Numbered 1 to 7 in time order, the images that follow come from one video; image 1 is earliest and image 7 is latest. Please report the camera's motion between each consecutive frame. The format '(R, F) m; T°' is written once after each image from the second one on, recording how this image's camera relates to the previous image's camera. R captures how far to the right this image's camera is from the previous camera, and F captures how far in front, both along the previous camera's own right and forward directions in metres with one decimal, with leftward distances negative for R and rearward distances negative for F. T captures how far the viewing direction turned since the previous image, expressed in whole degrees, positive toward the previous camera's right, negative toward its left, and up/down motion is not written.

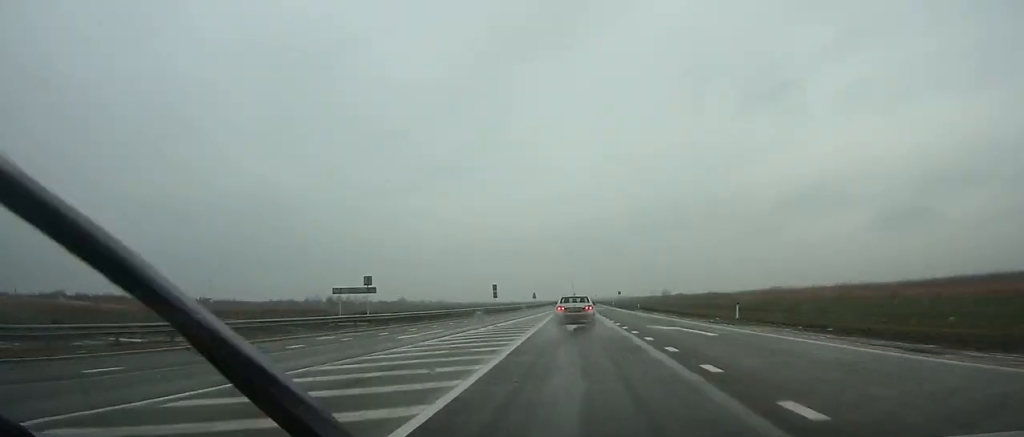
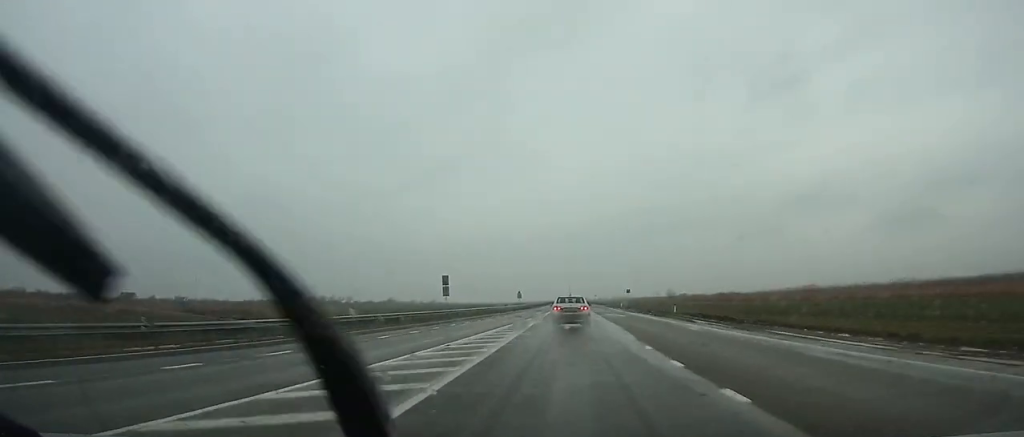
(+0.1, +35.5) m; 0°
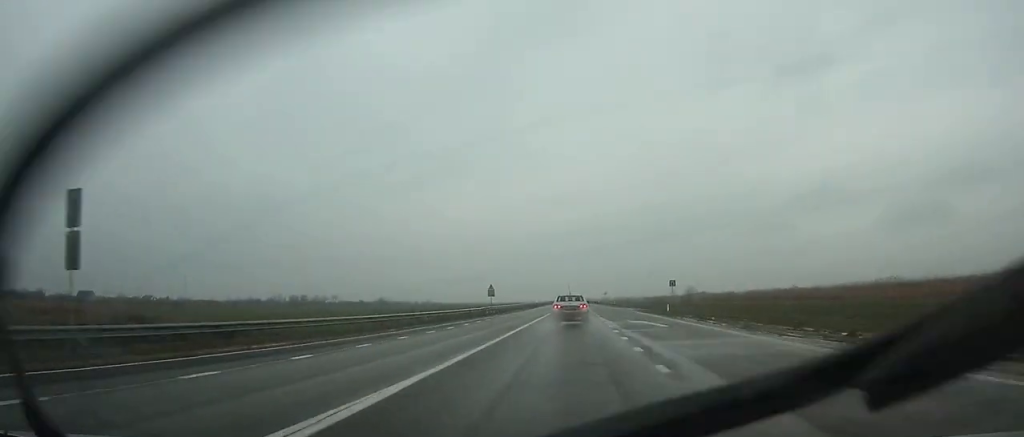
(0.0, +49.0) m; 0°
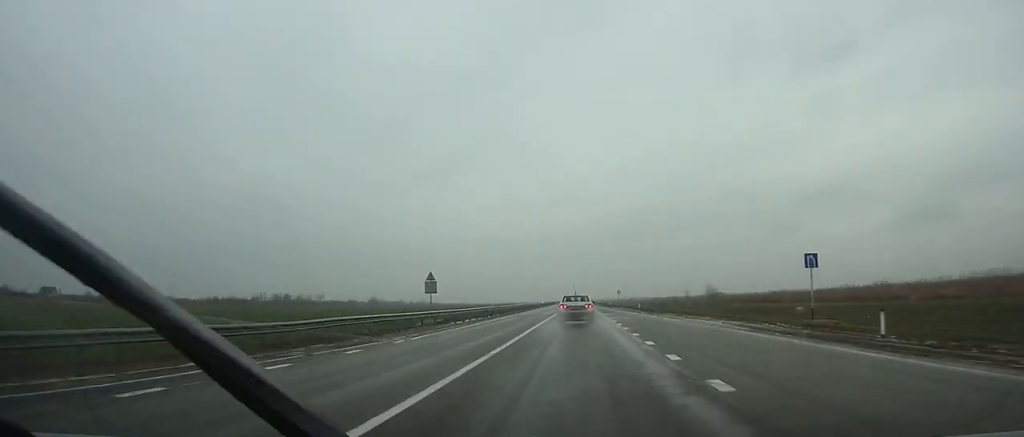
(-0.1, +38.0) m; 0°
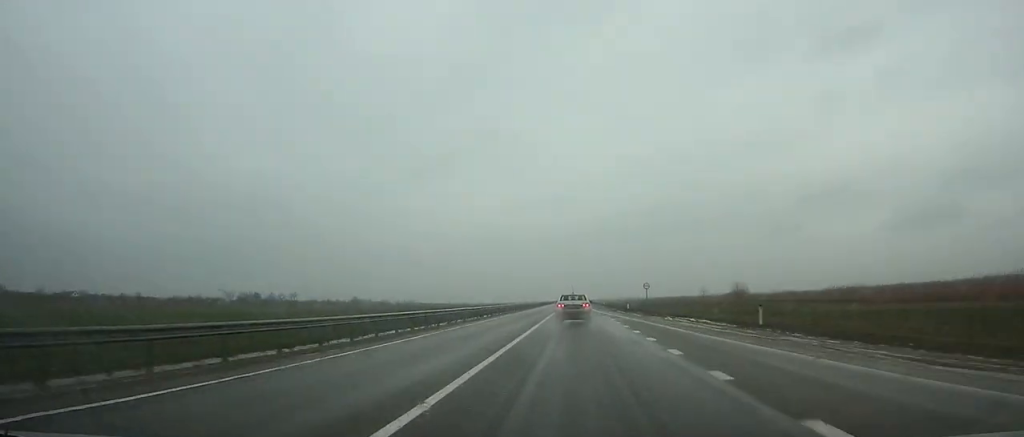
(+0.2, +47.1) m; 0°
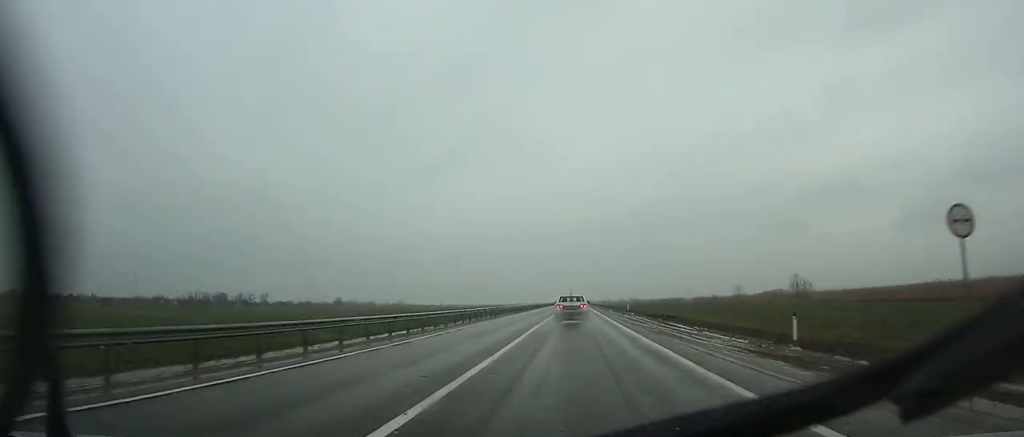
(+0.1, +51.6) m; 0°
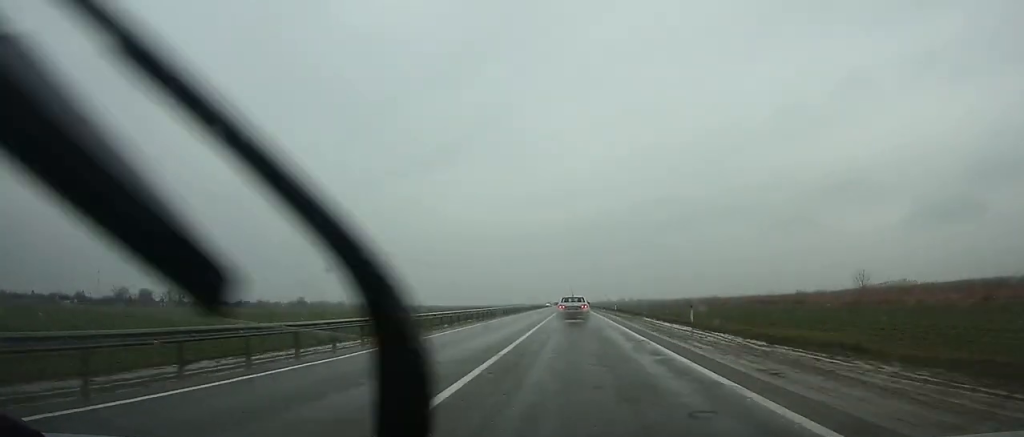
(+0.1, +87.3) m; 0°
